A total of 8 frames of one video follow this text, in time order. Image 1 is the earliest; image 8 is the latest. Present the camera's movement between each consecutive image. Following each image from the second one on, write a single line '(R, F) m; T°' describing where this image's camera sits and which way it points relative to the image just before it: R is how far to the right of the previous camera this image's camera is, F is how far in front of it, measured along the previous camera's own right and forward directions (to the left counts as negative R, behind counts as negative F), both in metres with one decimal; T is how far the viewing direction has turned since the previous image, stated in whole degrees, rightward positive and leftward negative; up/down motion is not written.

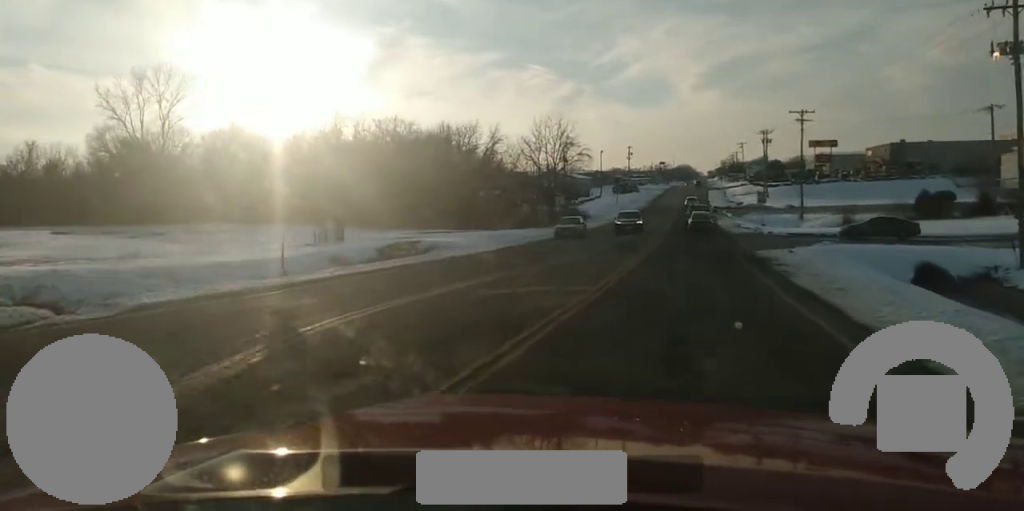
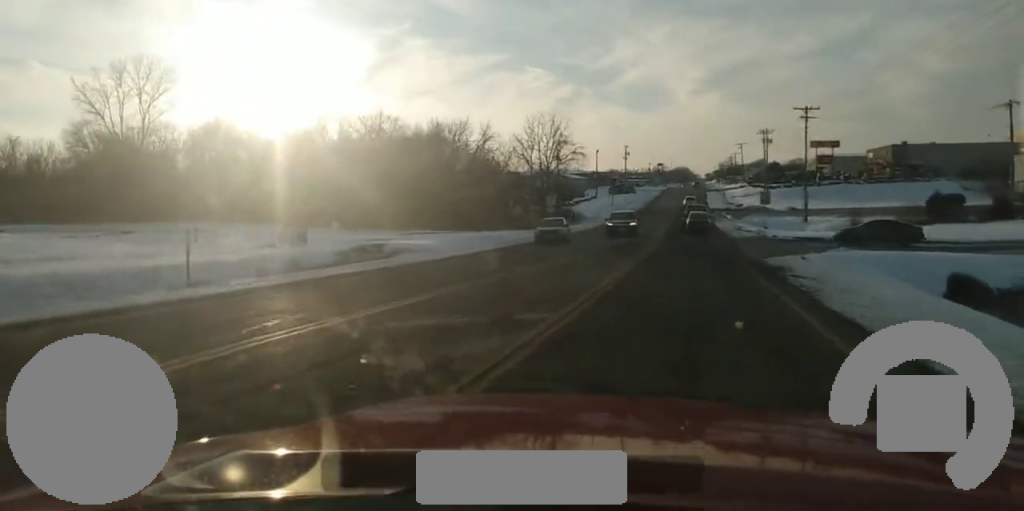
(0.0, +5.0) m; -1°
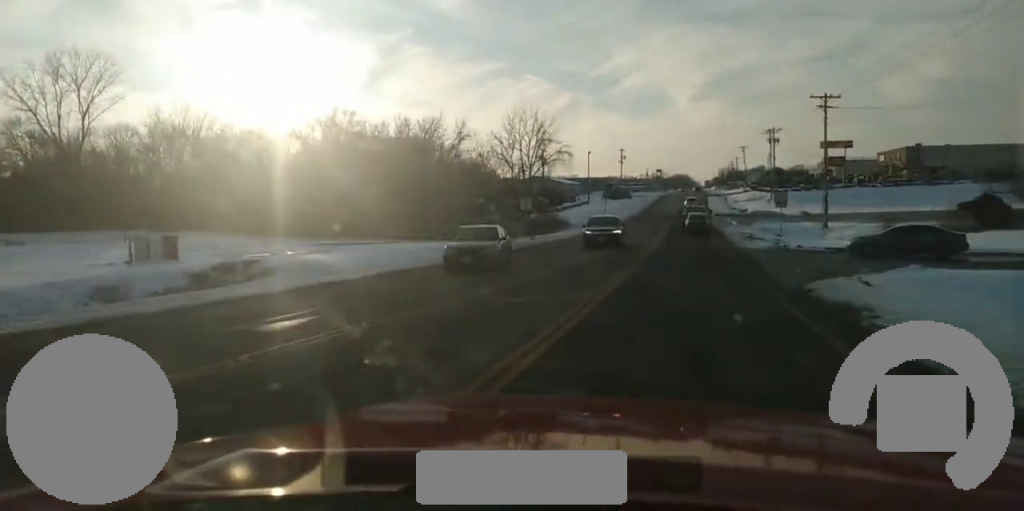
(-0.2, +11.7) m; -1°
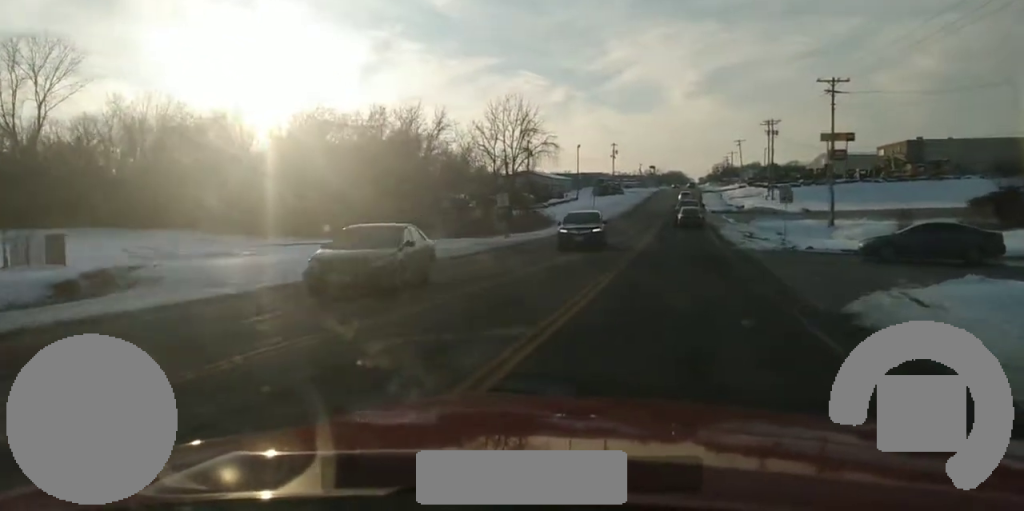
(0.0, +5.8) m; 0°
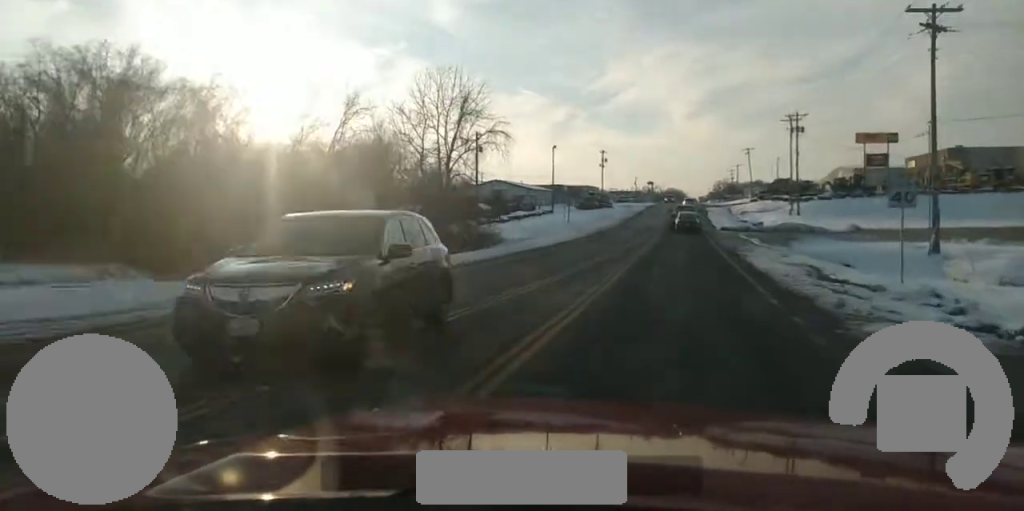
(+1.0, +24.8) m; +3°
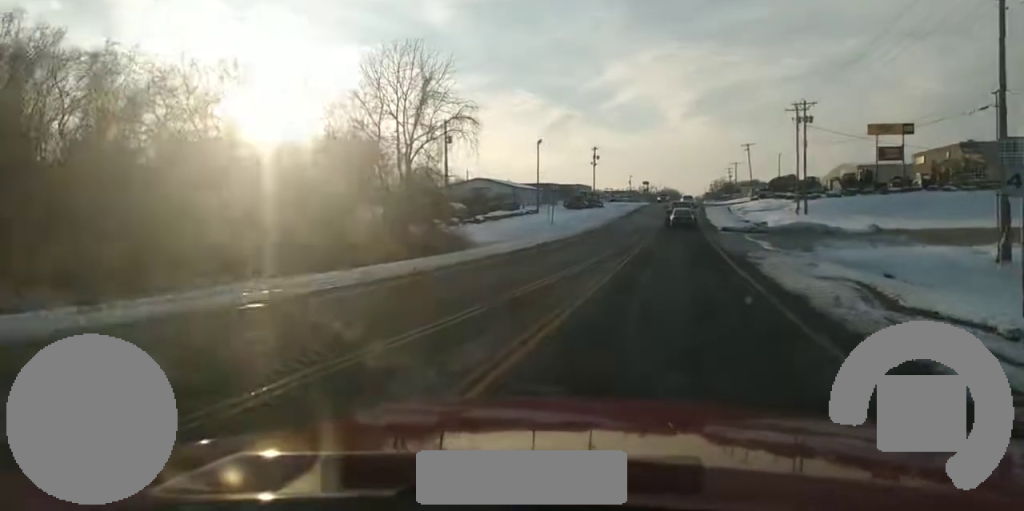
(-0.1, +8.6) m; -1°
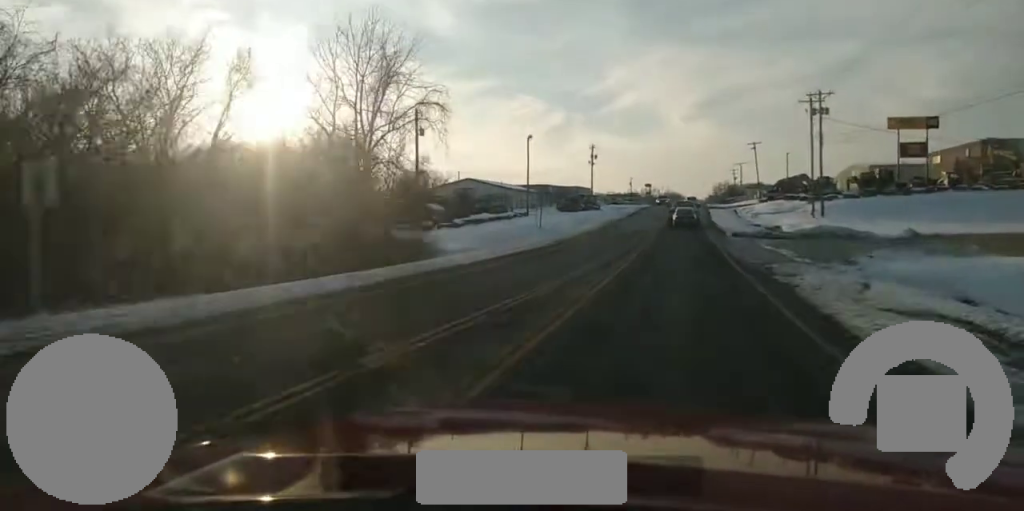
(-0.1, +7.7) m; -1°
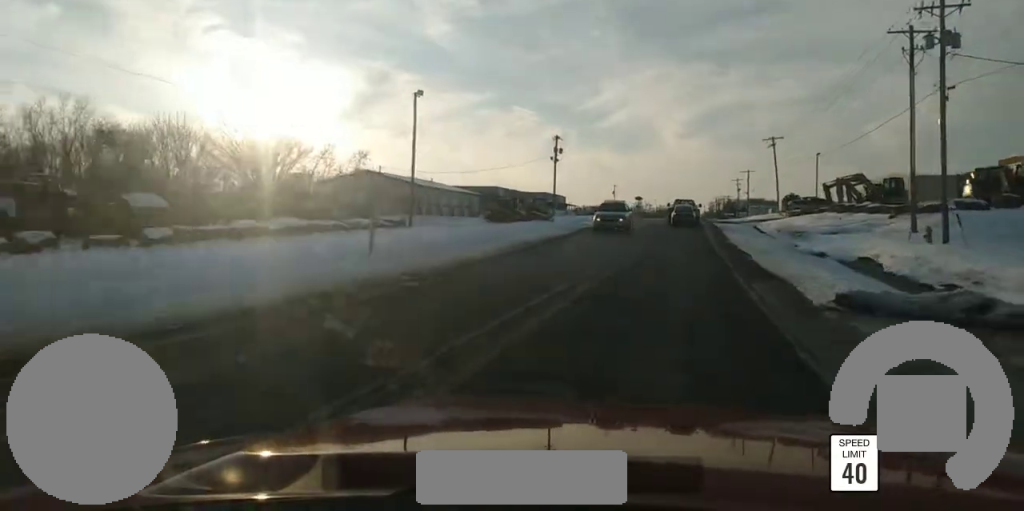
(+0.9, +36.1) m; +2°
